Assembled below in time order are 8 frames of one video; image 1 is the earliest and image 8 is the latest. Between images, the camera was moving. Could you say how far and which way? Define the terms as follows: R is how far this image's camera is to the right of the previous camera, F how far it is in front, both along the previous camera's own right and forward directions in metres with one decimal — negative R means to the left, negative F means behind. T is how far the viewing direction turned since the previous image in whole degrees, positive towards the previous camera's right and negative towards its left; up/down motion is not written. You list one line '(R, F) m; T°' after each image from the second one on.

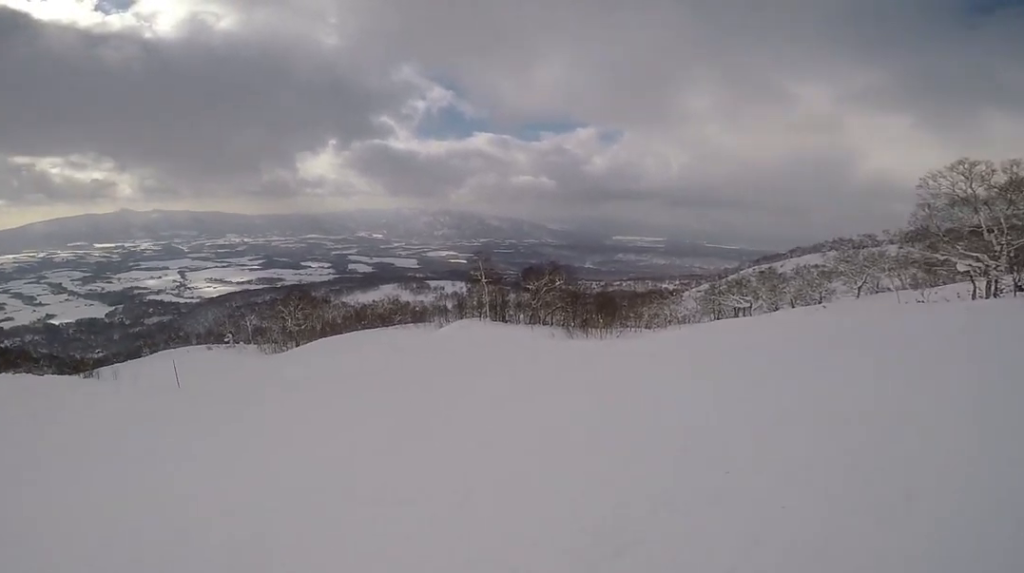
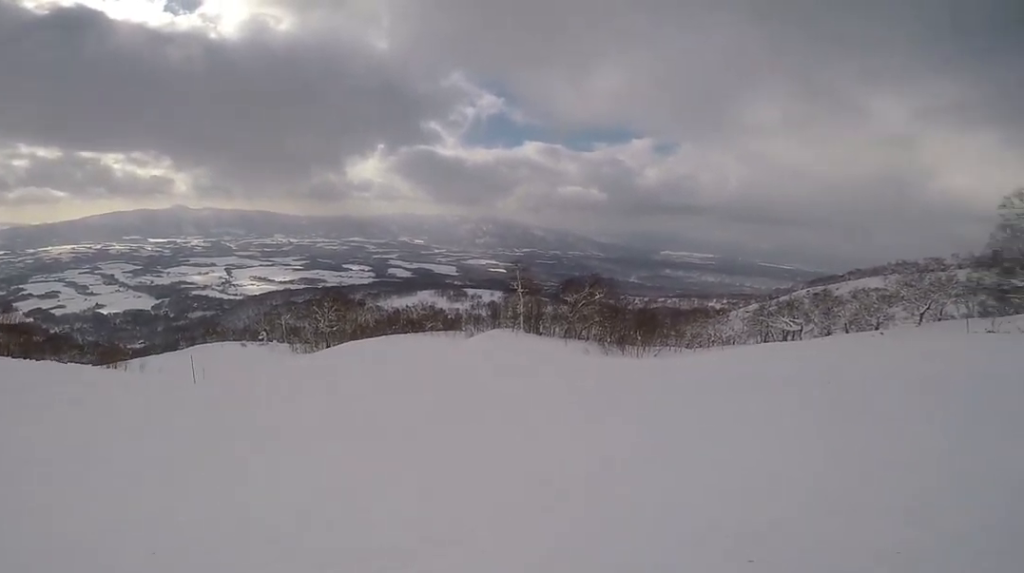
(0.0, +1.3) m; +4°
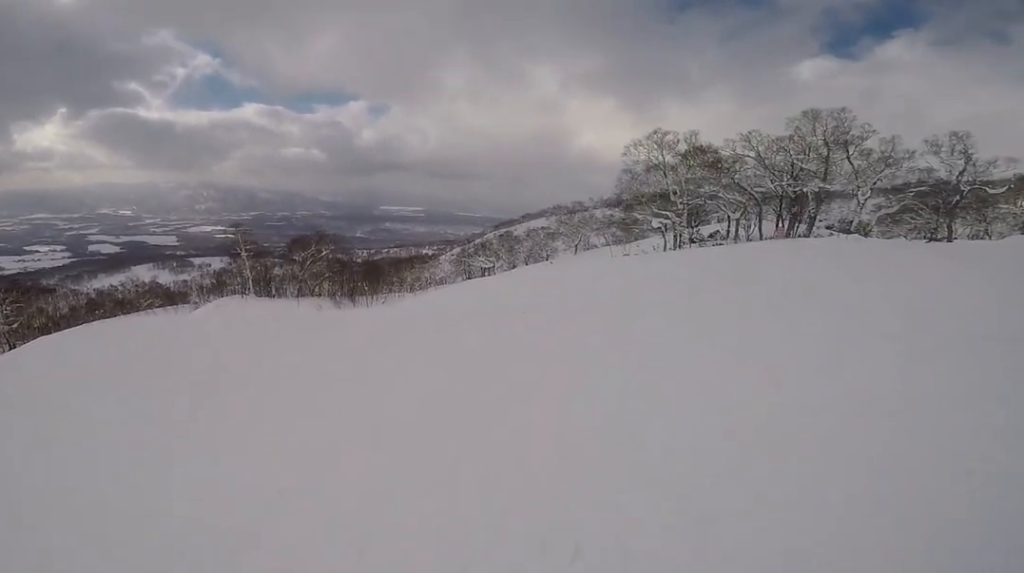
(+0.1, +2.2) m; +6°
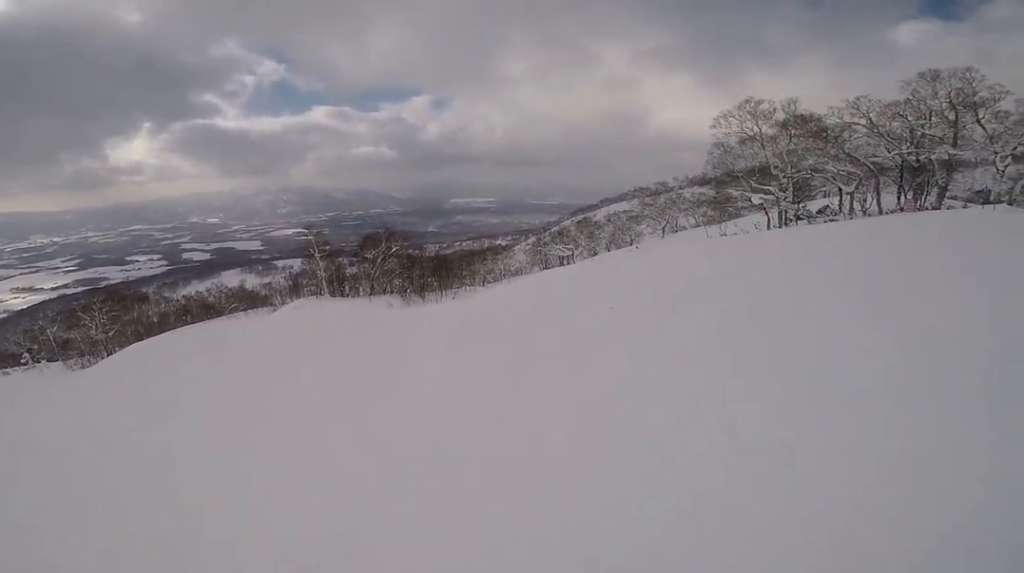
(+0.1, +2.1) m; 0°
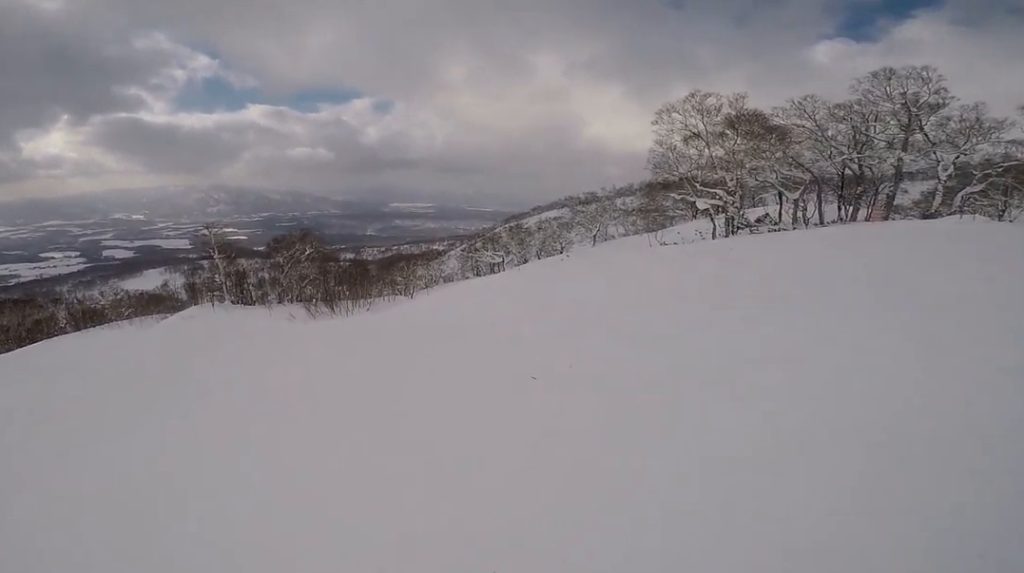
(-0.6, +7.9) m; -13°
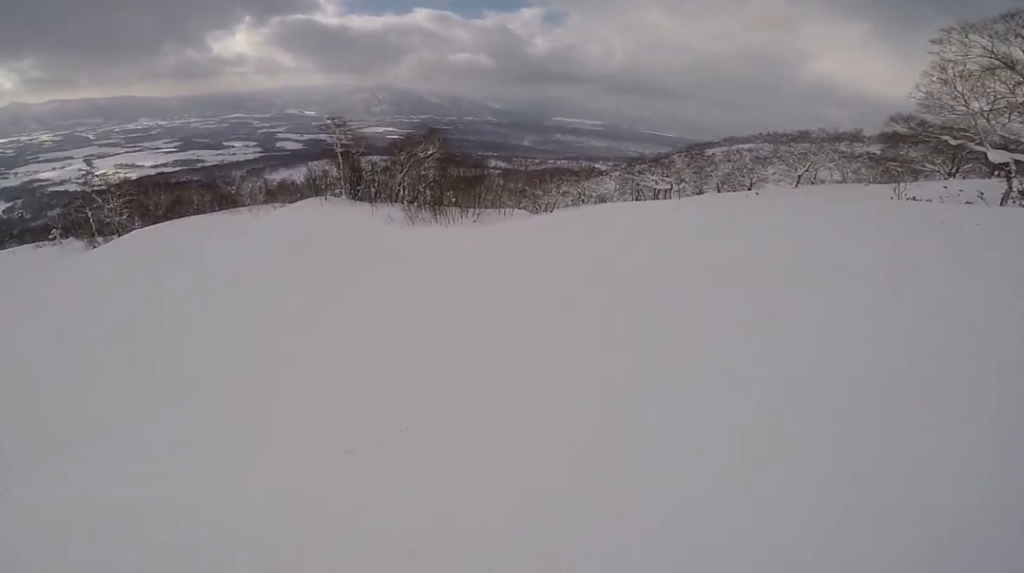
(-1.3, +7.5) m; -26°
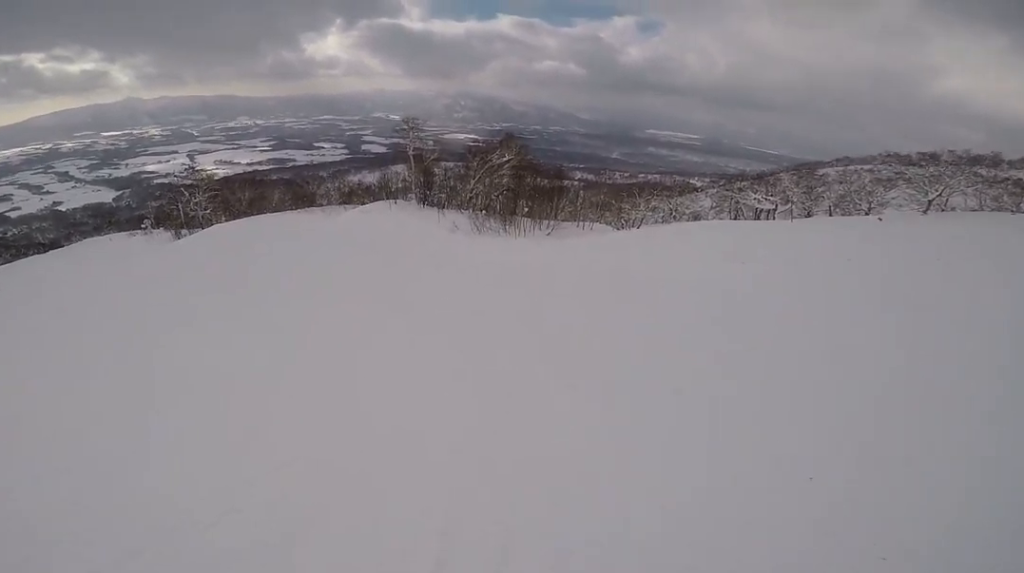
(-0.1, +2.1) m; -11°
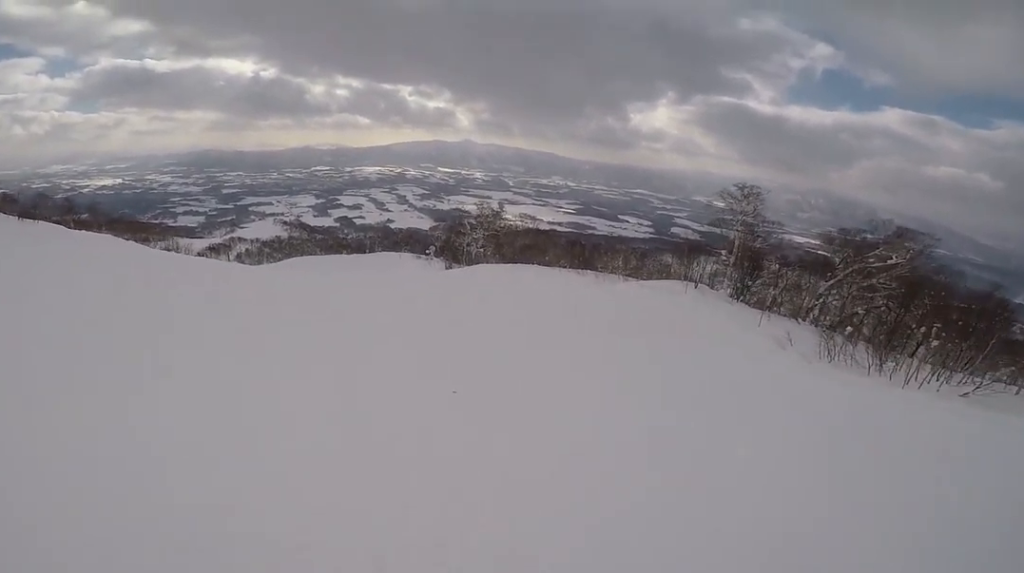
(-2.2, +6.5) m; -33°
